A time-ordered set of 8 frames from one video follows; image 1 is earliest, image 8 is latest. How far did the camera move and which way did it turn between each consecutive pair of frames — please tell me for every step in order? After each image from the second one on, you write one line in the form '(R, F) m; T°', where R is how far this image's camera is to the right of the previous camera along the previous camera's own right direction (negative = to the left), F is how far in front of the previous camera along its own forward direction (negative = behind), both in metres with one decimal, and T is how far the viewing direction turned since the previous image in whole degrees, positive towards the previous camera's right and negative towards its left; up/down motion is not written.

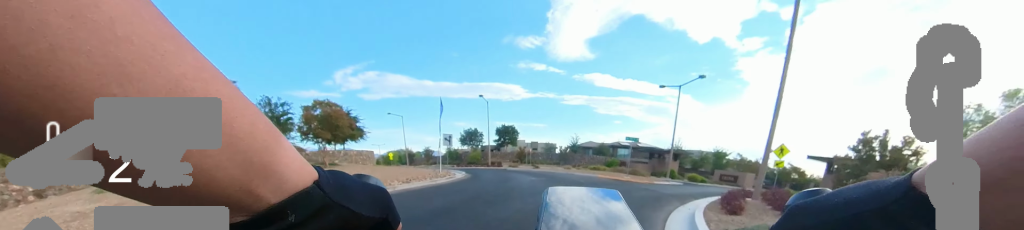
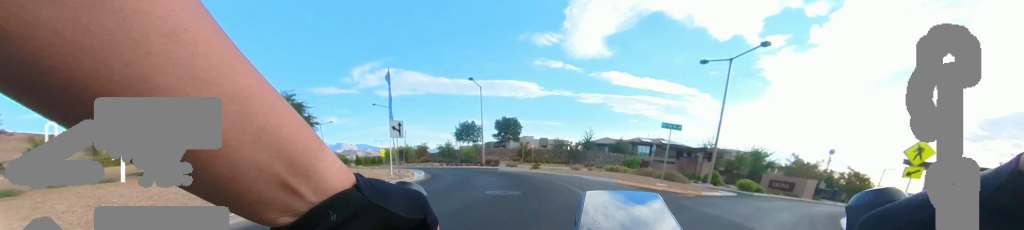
(+0.7, +5.5) m; +10°
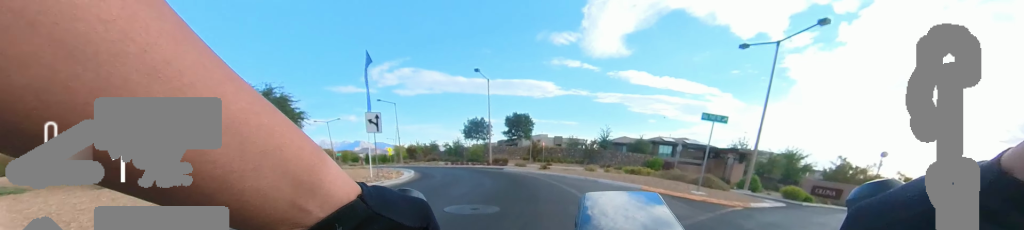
(+0.3, +2.3) m; -2°
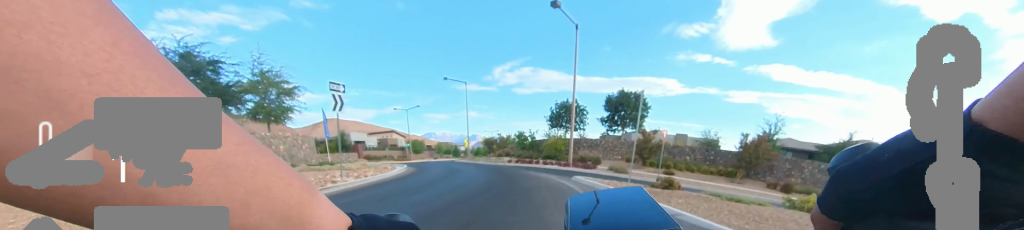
(-4.1, +12.9) m; -26°
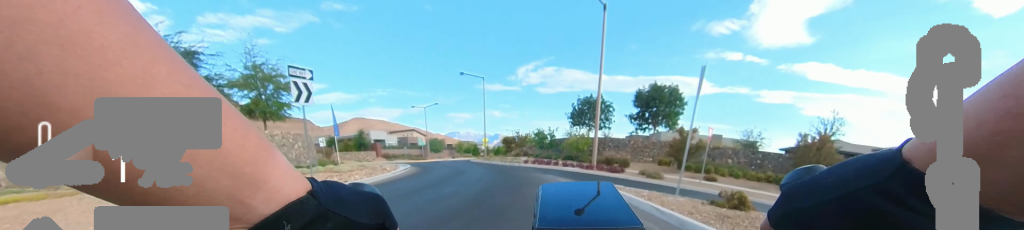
(+0.2, +2.3) m; -1°
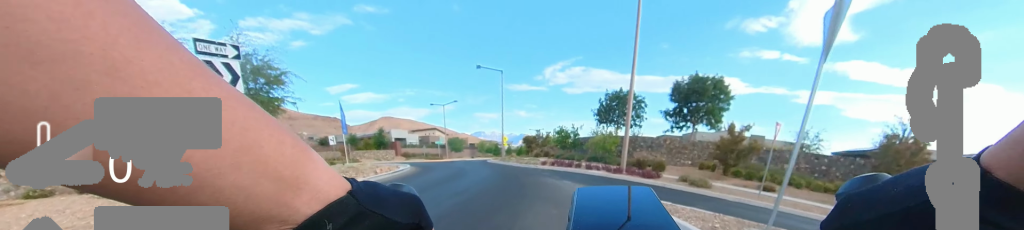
(0.0, +2.8) m; -4°
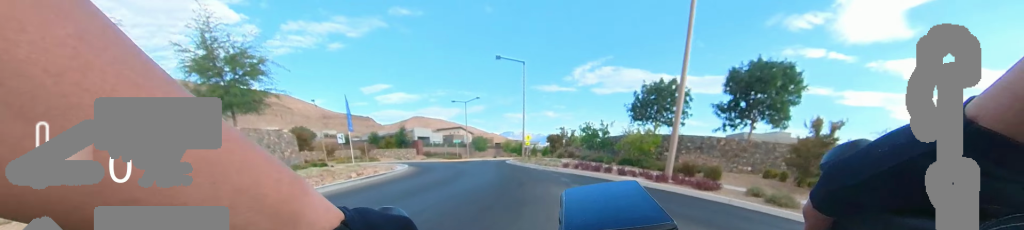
(-0.1, +3.4) m; -9°
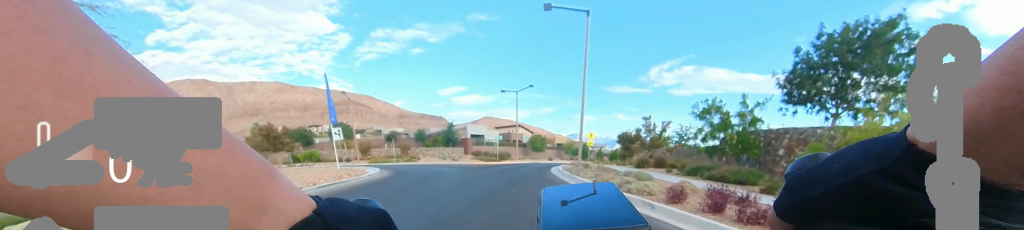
(-2.7, +9.4) m; -20°
